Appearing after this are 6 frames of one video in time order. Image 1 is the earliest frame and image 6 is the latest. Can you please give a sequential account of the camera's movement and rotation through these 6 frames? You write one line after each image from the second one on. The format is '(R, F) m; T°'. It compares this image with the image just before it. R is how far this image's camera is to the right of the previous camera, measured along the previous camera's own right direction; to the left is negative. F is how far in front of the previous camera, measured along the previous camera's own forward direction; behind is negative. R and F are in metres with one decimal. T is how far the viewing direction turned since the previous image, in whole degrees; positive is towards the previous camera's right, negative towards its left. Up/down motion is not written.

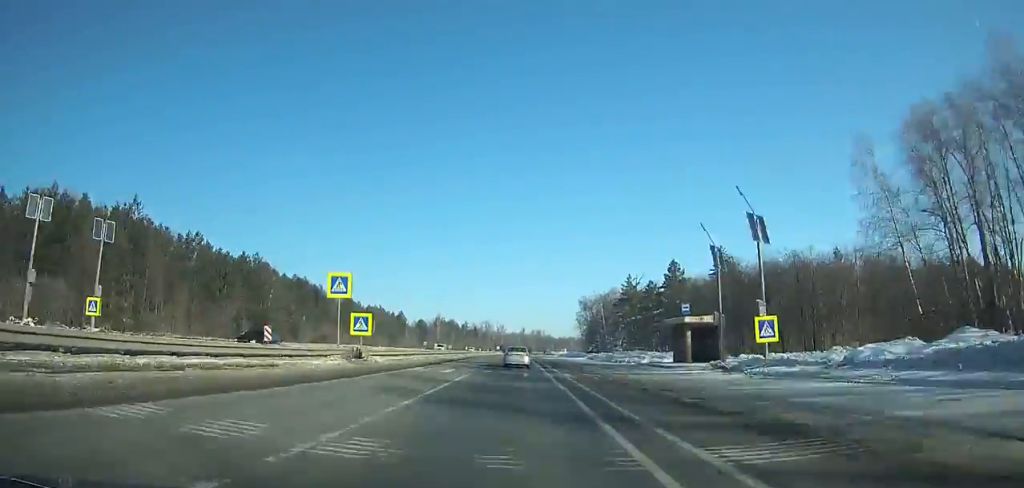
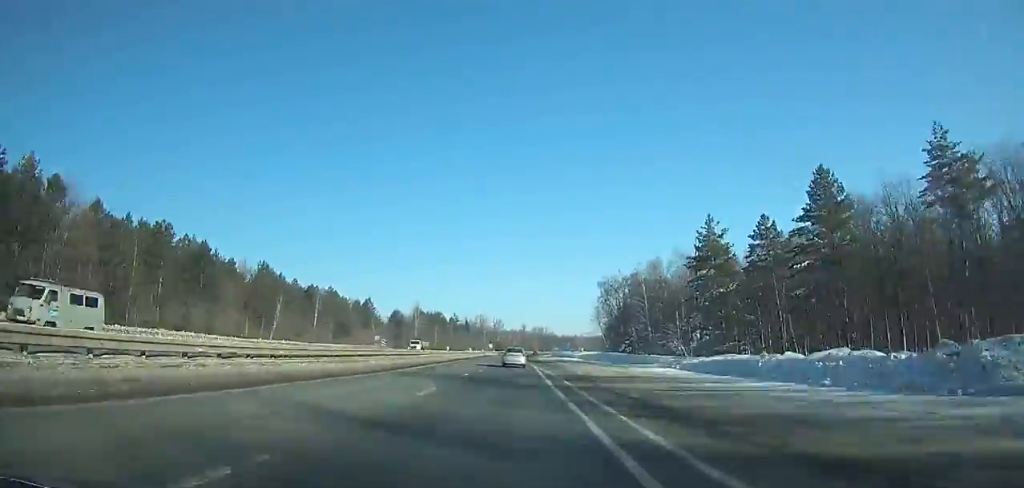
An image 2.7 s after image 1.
(+0.4, +58.9) m; +2°
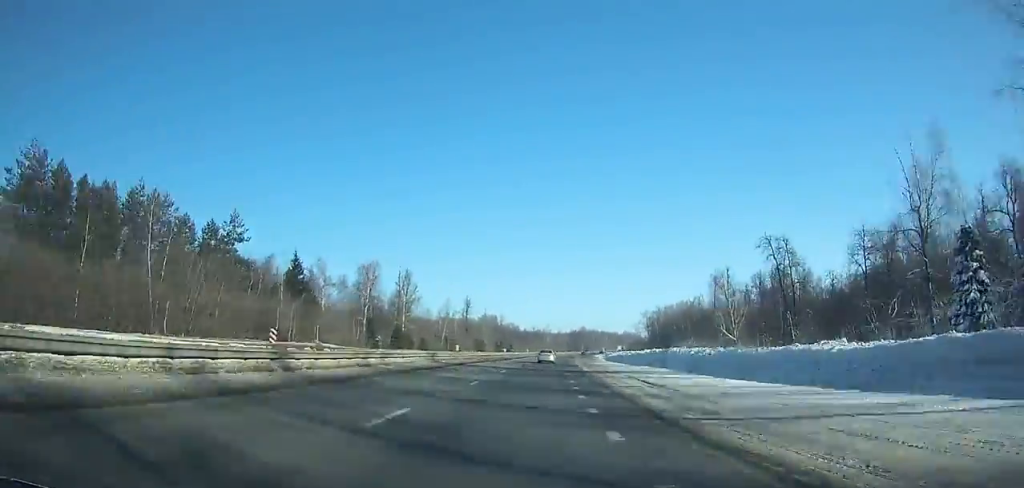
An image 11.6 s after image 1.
(+0.7, +200.3) m; +4°
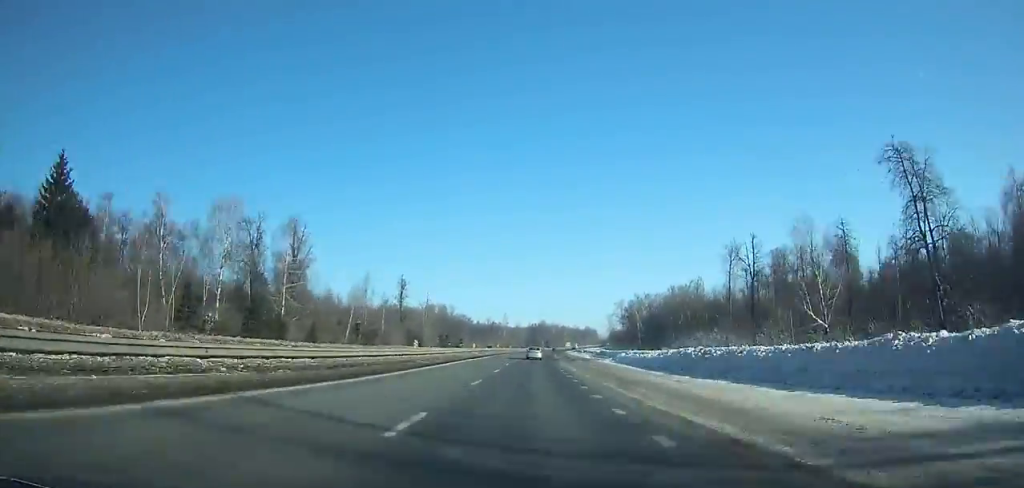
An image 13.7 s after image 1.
(+2.7, +49.7) m; +5°
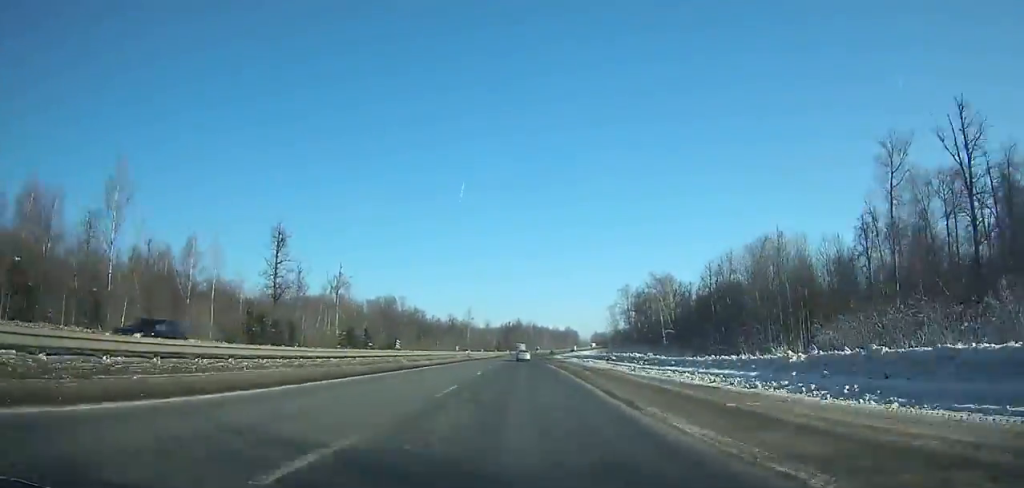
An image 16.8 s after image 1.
(+2.9, +74.0) m; +2°
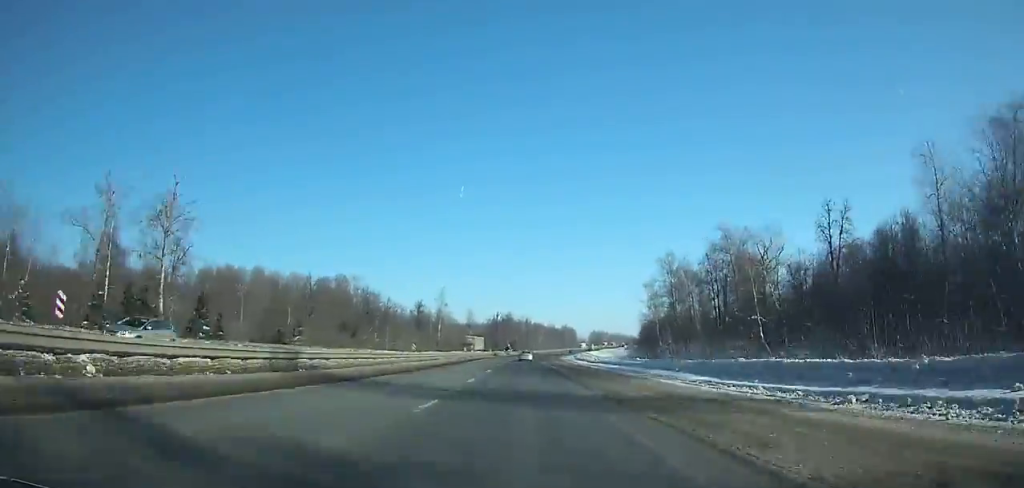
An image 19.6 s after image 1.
(+0.3, +67.1) m; +1°
